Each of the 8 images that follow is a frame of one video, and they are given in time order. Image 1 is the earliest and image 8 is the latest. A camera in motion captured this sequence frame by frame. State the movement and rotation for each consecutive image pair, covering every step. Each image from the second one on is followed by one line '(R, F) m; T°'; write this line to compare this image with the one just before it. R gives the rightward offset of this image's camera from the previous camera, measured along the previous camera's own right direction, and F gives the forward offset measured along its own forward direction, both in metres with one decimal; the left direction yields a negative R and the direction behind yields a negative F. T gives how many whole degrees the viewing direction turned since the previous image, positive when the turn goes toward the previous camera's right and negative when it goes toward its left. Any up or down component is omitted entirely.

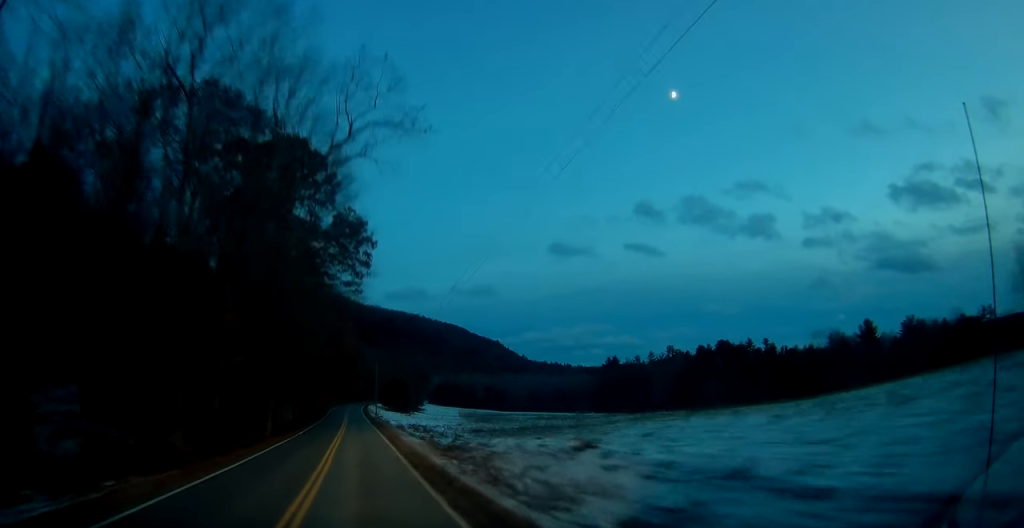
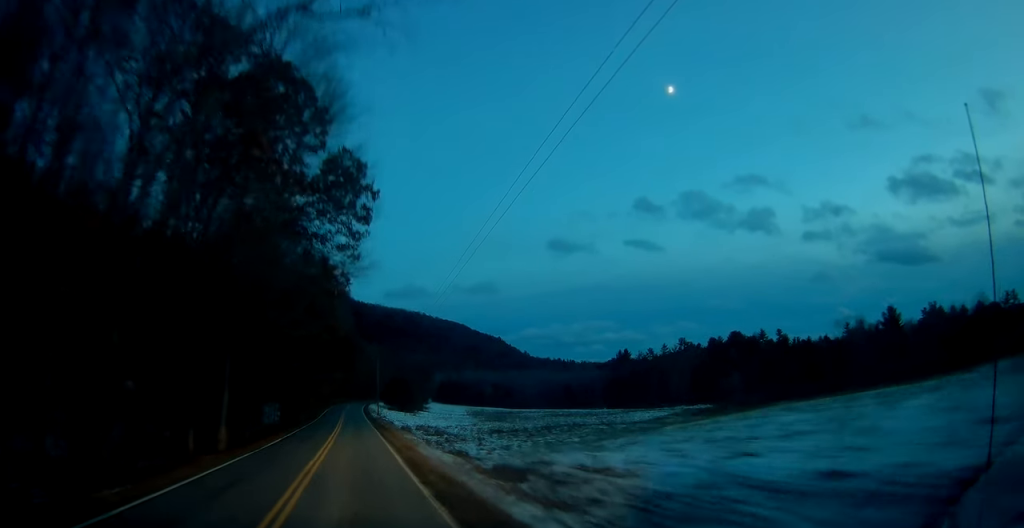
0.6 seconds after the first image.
(+0.1, +13.1) m; 0°
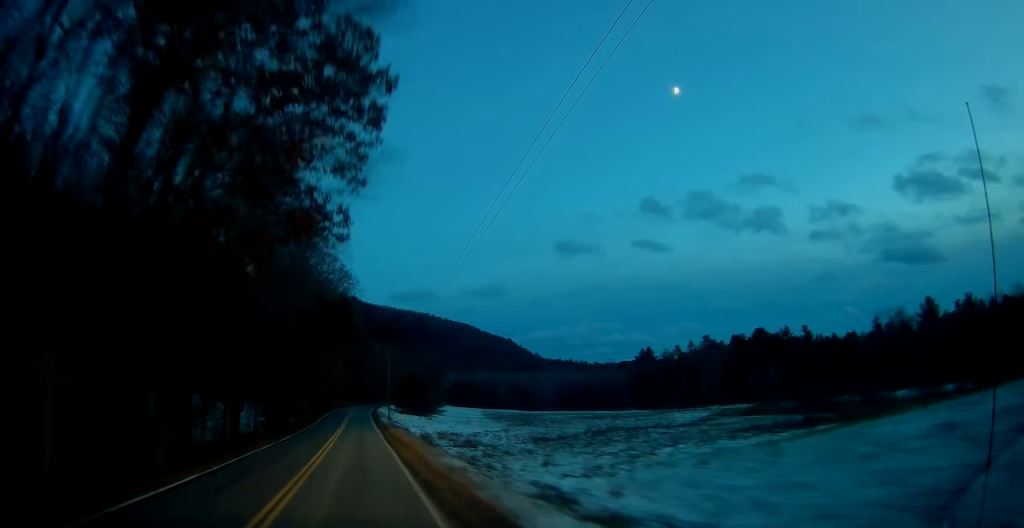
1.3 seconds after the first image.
(-0.2, +16.3) m; -1°
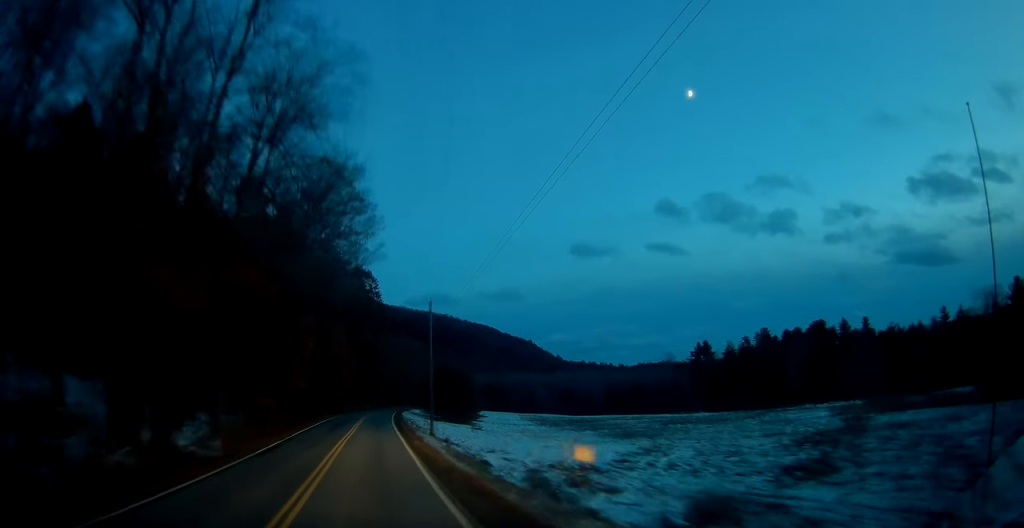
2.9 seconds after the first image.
(-0.5, +38.2) m; -1°
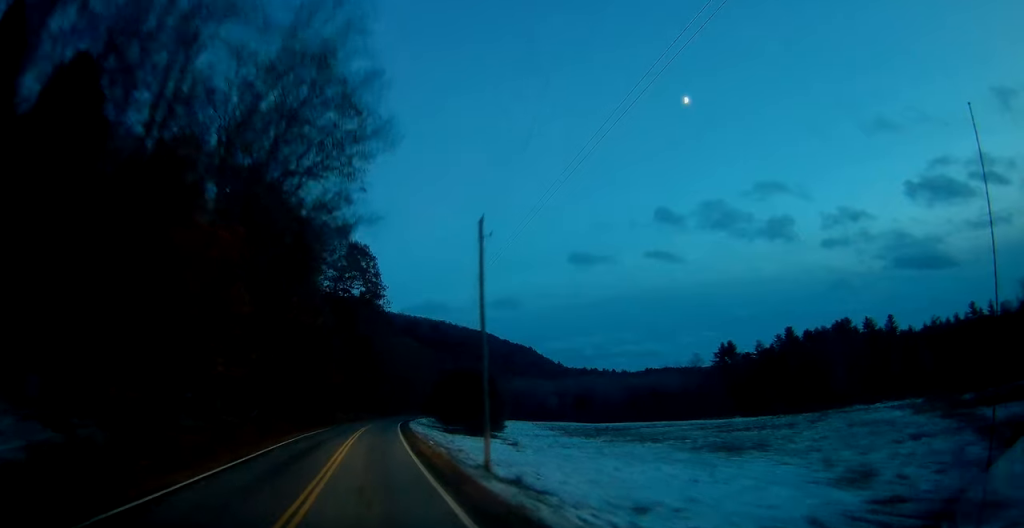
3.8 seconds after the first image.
(0.0, +20.9) m; 0°
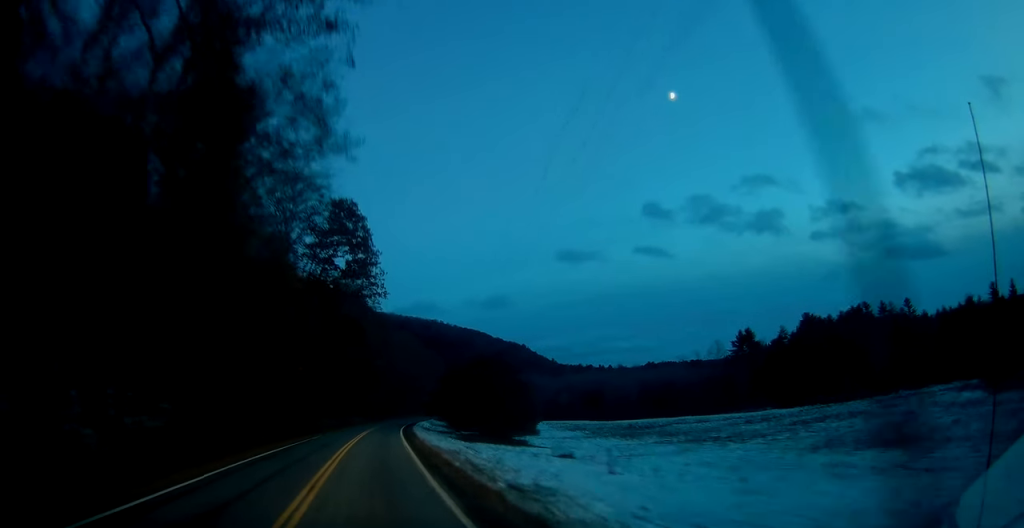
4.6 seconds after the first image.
(0.0, +18.4) m; +1°
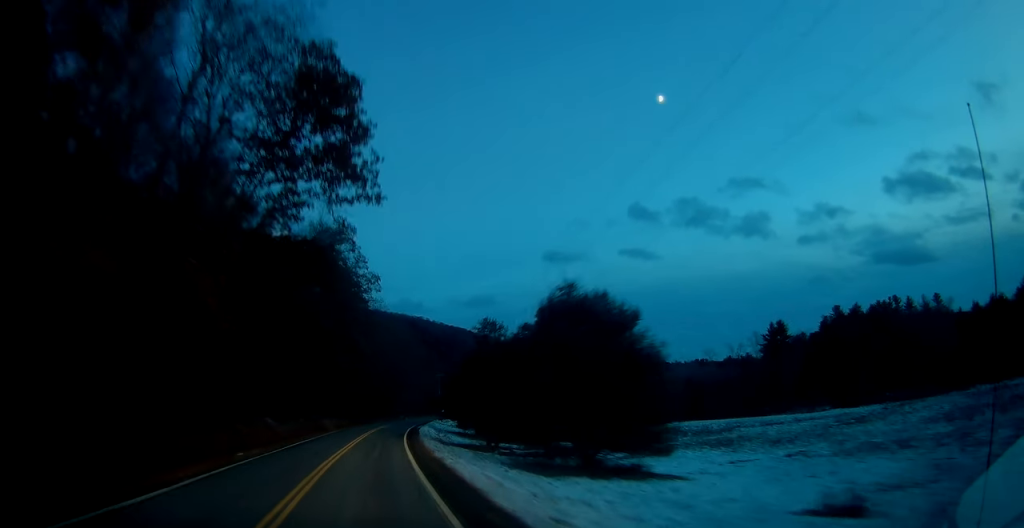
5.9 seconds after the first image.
(+0.5, +29.2) m; +2°
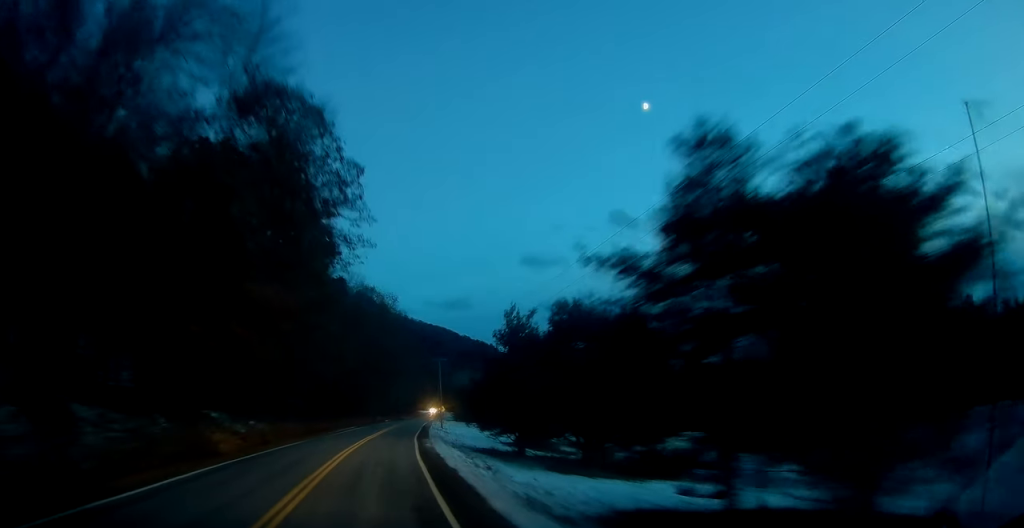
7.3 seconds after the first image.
(+0.5, +32.2) m; +2°
